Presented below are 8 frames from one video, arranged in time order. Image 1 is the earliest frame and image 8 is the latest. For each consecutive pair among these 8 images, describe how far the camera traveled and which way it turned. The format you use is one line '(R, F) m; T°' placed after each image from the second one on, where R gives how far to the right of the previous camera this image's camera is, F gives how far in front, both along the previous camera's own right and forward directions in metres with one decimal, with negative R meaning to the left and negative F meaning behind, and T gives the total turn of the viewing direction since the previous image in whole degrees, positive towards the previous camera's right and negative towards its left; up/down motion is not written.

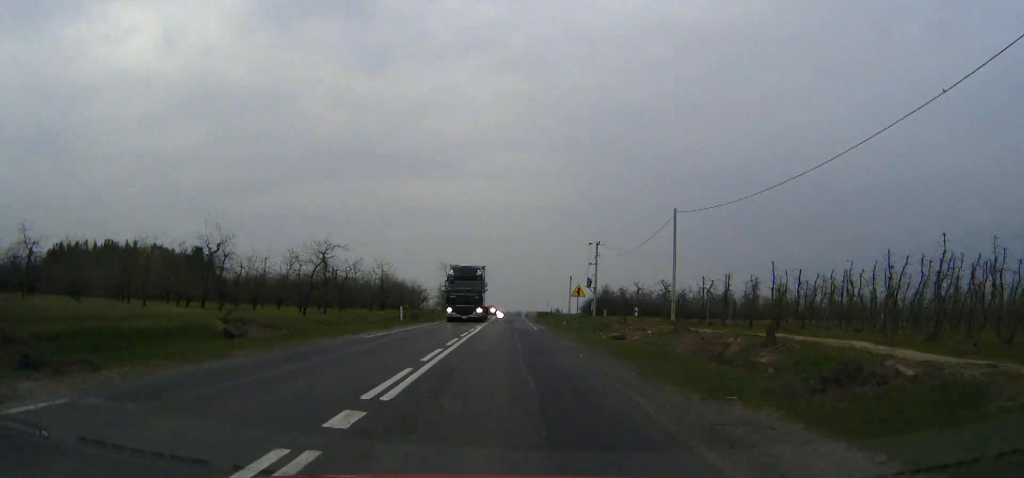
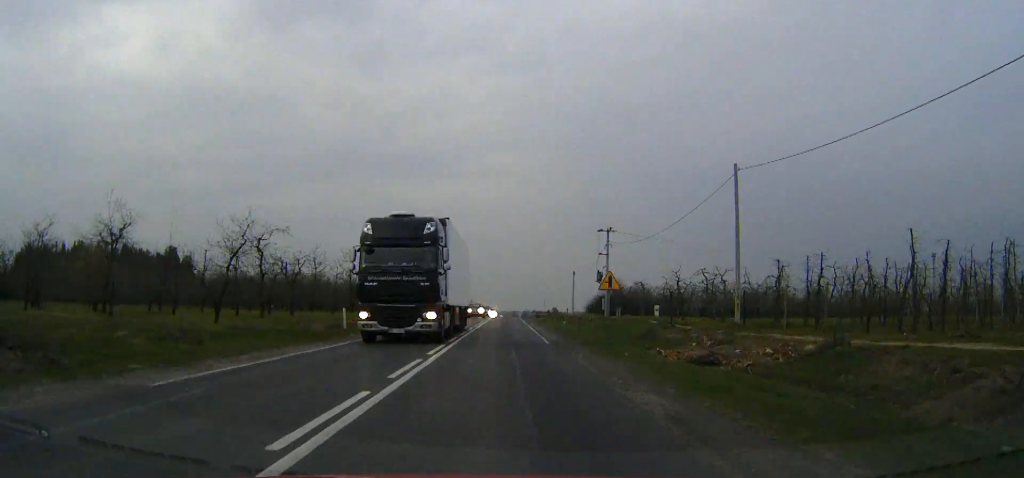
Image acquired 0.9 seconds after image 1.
(0.0, +15.2) m; 0°
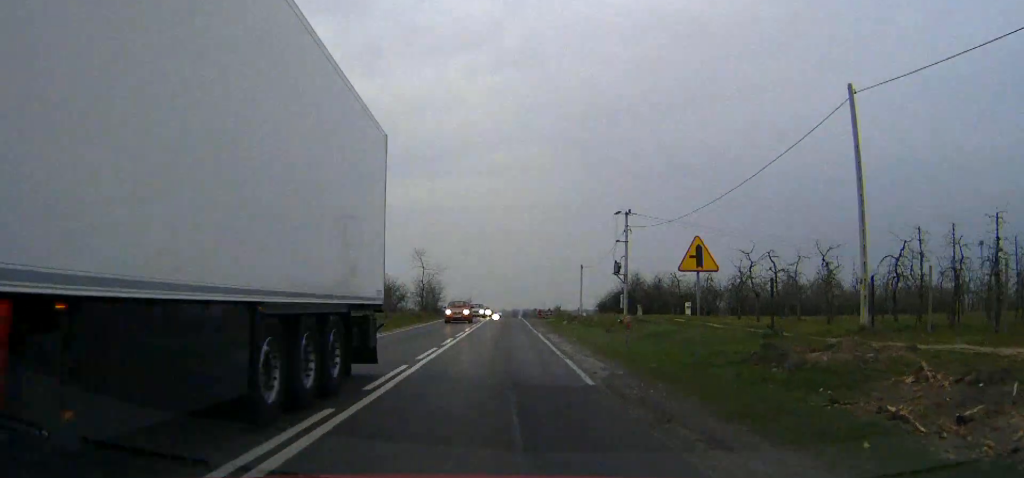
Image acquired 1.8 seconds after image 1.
(0.0, +13.5) m; 0°
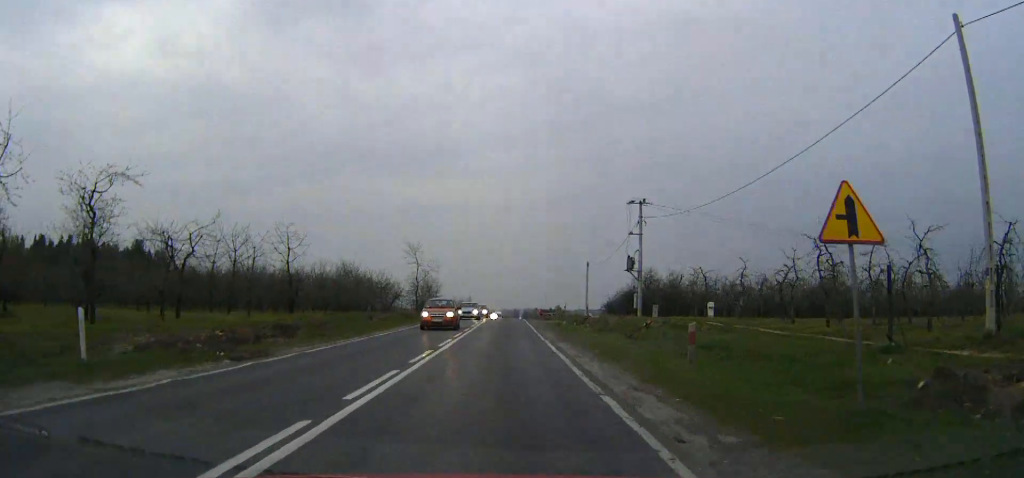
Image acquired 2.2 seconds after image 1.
(0.0, +7.0) m; 0°
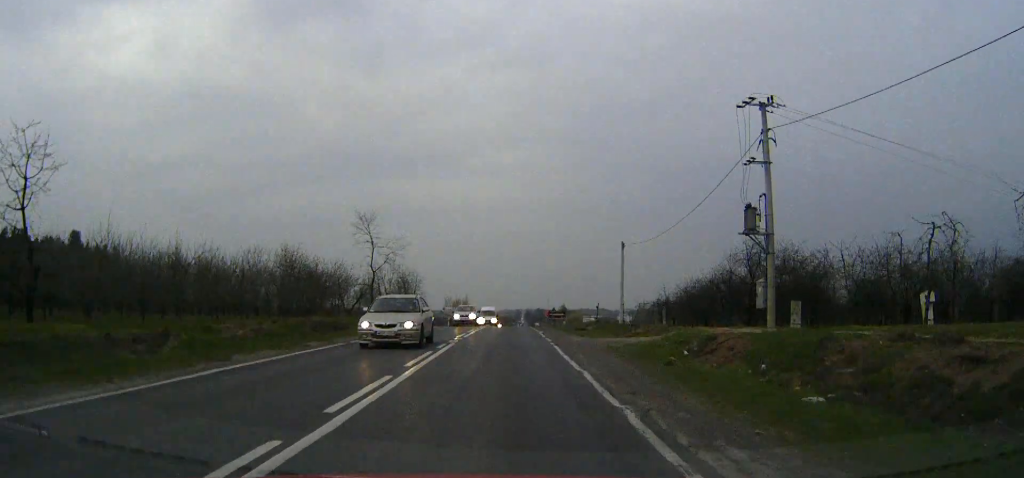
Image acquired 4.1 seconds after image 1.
(0.0, +30.9) m; 0°
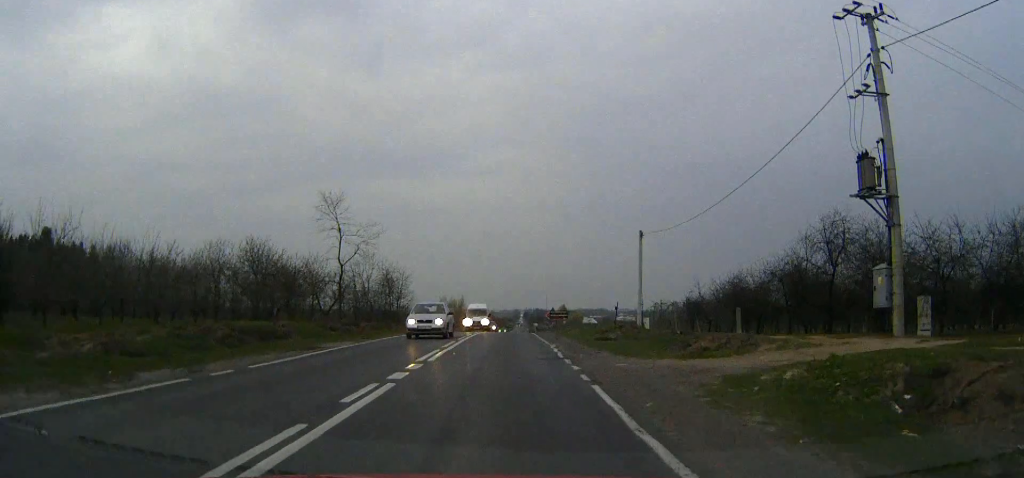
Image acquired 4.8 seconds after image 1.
(0.0, +11.0) m; 0°
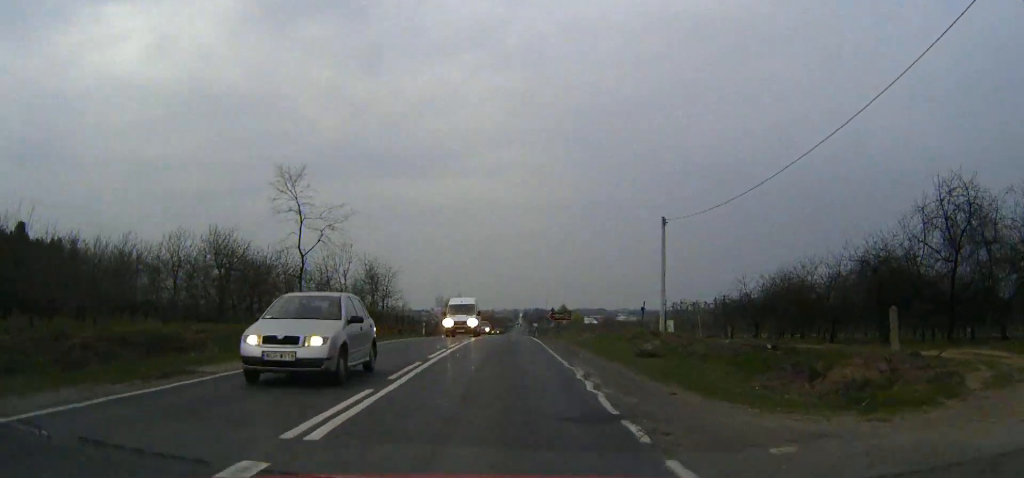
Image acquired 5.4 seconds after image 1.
(0.0, +9.4) m; 0°
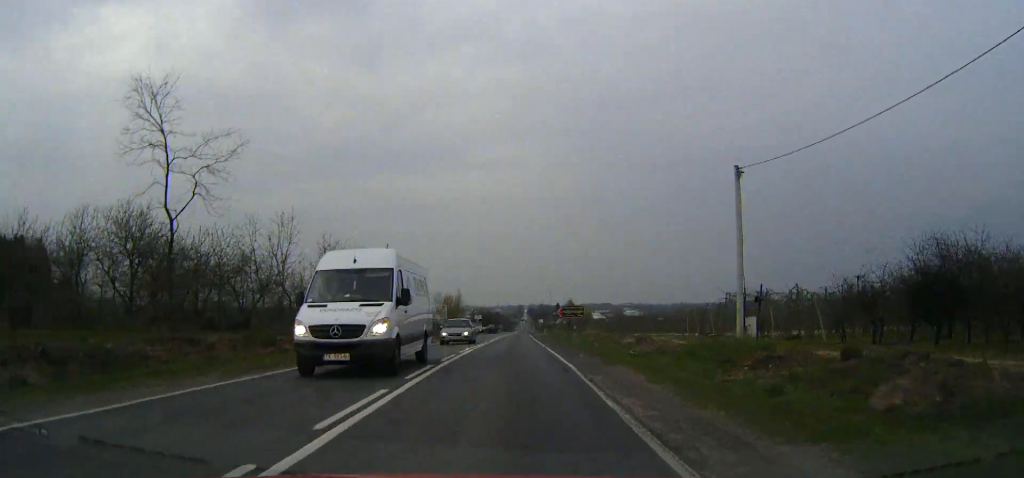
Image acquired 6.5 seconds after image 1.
(0.0, +16.9) m; 0°
